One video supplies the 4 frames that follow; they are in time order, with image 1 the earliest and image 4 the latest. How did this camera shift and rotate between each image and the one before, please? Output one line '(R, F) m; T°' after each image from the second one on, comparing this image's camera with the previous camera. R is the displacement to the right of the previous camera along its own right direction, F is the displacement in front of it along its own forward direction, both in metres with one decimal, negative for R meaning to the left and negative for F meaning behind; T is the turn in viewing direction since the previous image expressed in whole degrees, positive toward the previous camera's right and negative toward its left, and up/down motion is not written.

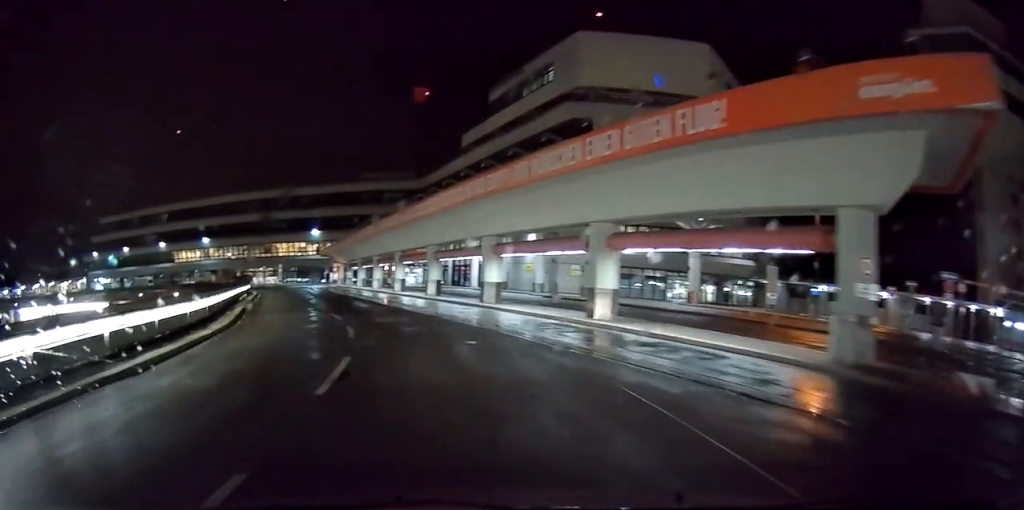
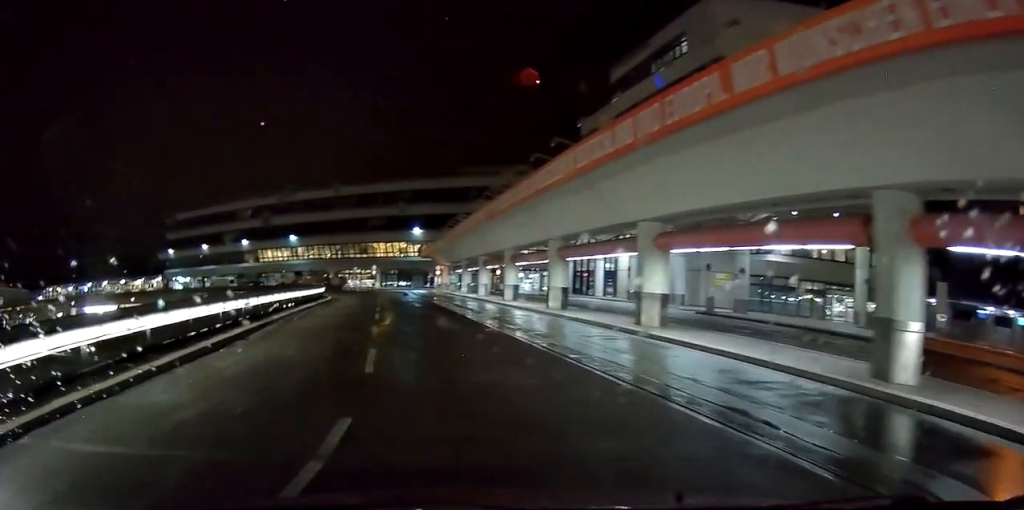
(-1.9, +10.1) m; -14°
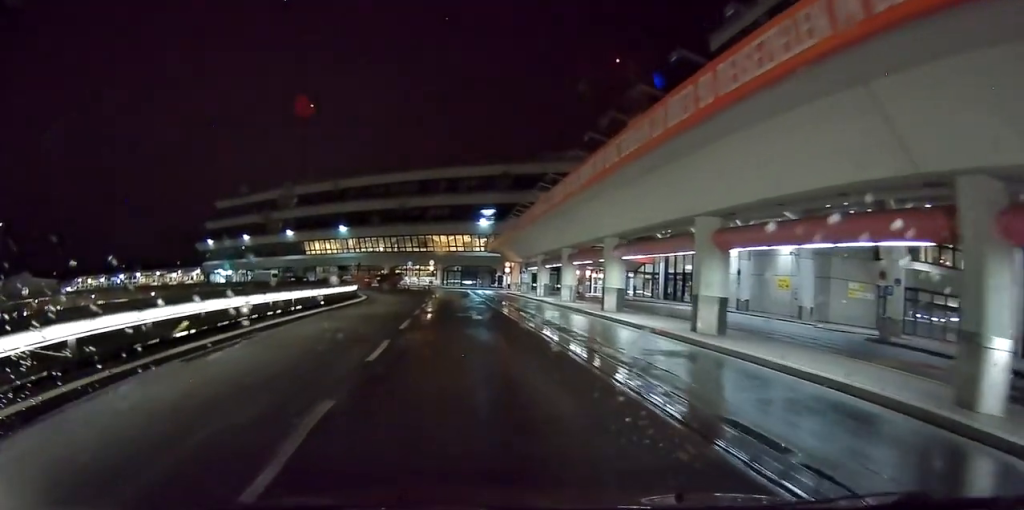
(-0.5, +11.8) m; -3°
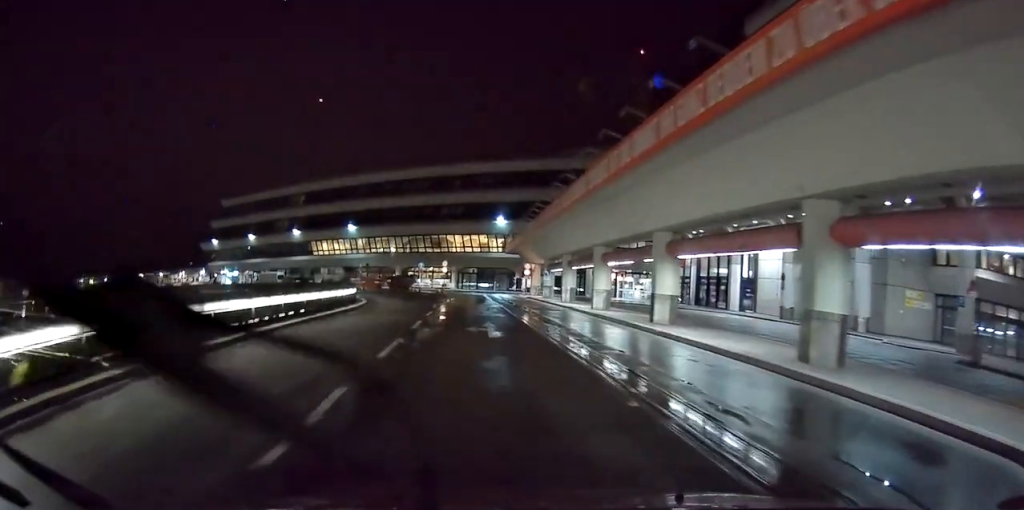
(0.0, +5.2) m; -2°
